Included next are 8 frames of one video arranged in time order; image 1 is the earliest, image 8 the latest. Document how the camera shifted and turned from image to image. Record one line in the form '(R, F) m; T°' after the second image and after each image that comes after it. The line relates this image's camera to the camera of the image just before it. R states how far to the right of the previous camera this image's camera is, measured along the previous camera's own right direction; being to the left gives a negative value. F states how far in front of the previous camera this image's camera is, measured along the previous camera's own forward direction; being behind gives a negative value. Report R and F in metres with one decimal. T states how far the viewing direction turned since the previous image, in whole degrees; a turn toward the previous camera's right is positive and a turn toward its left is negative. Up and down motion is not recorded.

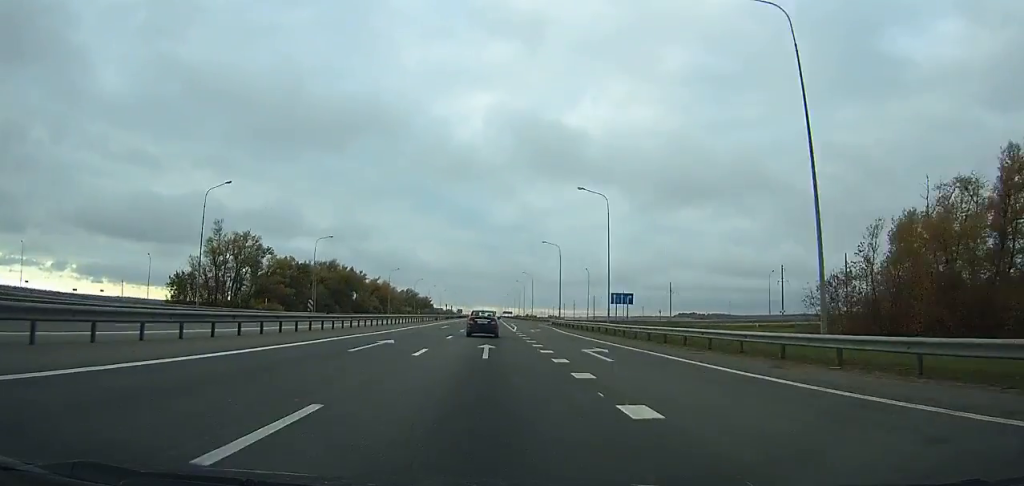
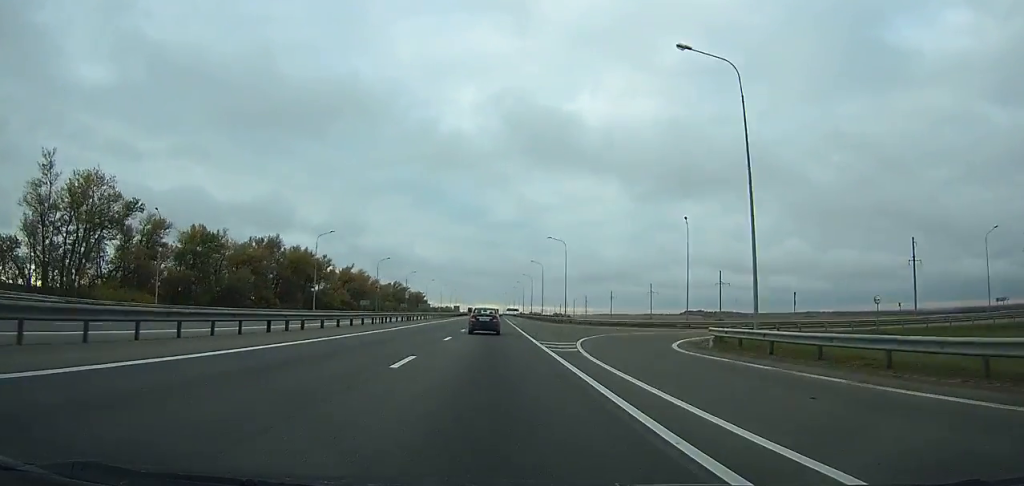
(+0.1, +65.4) m; 0°
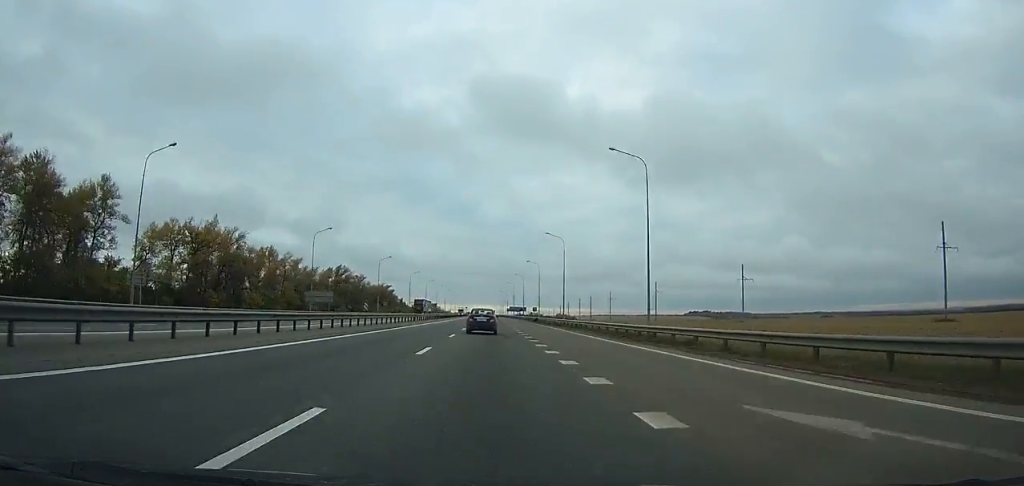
(0.0, +127.1) m; 0°
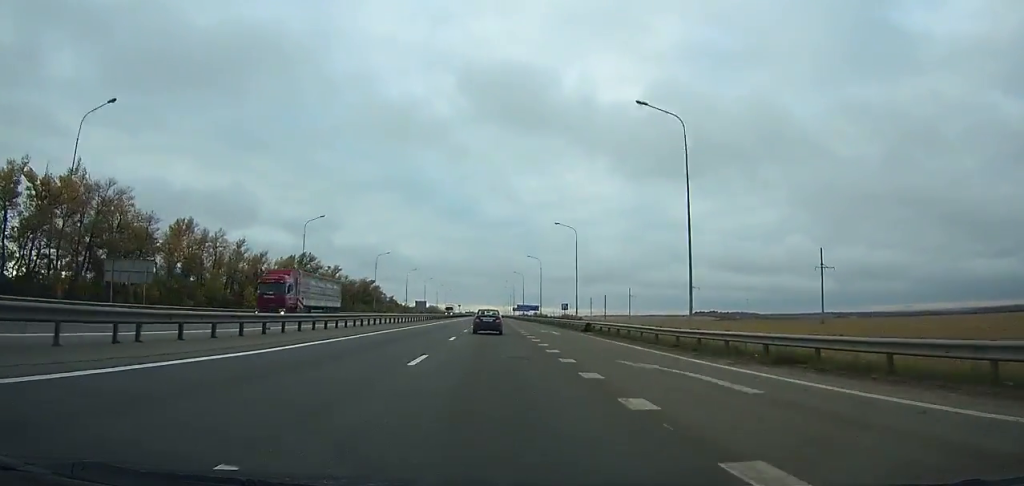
(0.0, +52.2) m; 0°
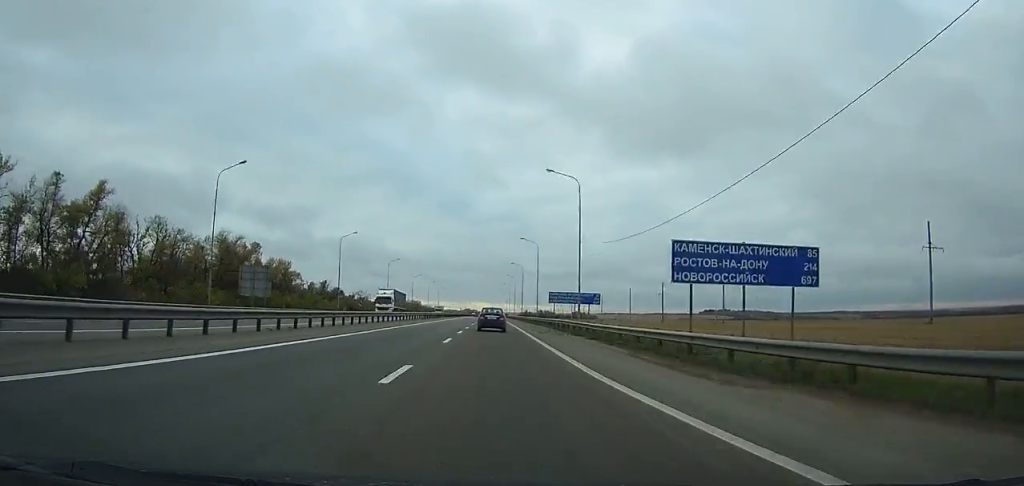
(+0.3, +148.4) m; 0°
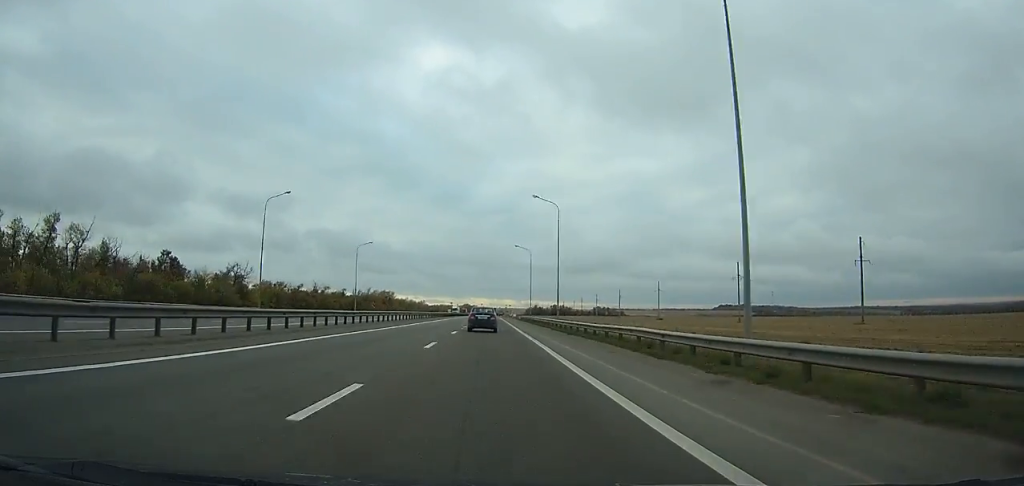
(+0.2, +155.5) m; 0°
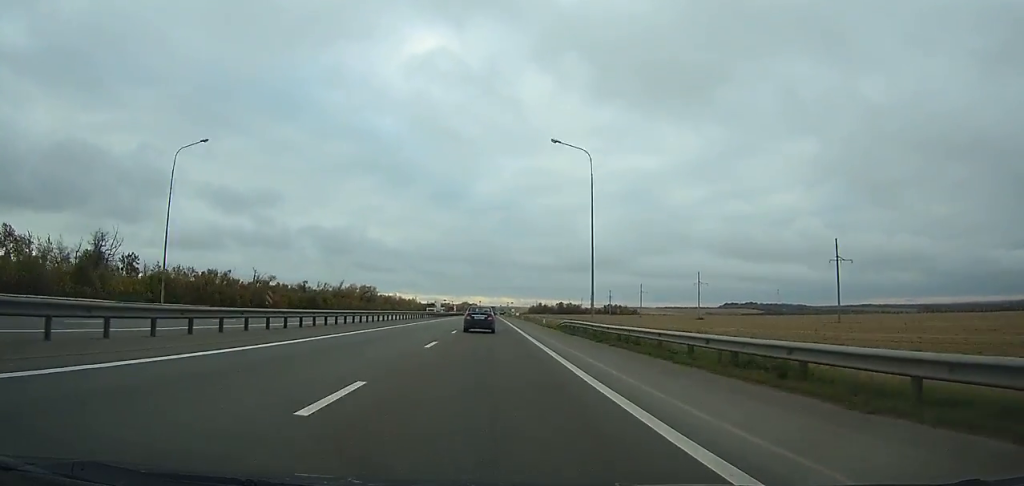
(+0.2, +58.7) m; 0°
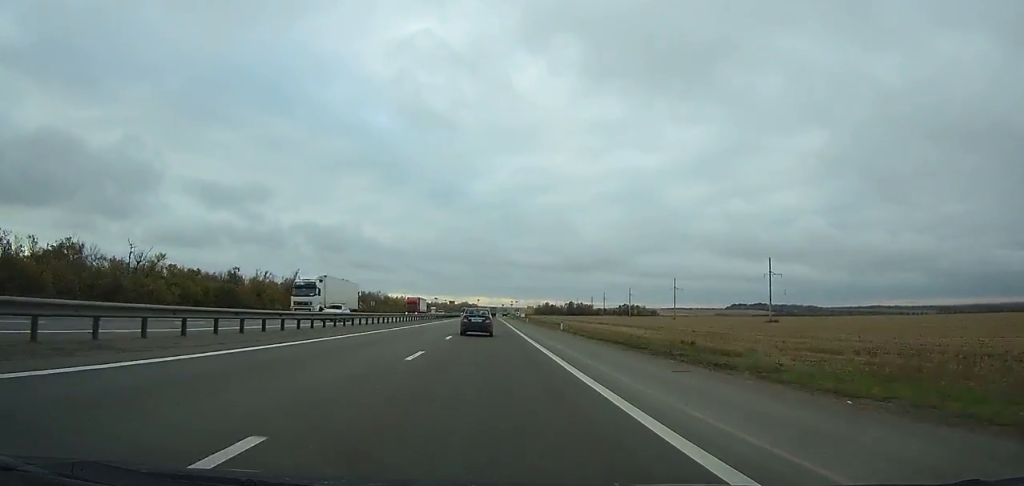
(0.0, +64.4) m; 0°
